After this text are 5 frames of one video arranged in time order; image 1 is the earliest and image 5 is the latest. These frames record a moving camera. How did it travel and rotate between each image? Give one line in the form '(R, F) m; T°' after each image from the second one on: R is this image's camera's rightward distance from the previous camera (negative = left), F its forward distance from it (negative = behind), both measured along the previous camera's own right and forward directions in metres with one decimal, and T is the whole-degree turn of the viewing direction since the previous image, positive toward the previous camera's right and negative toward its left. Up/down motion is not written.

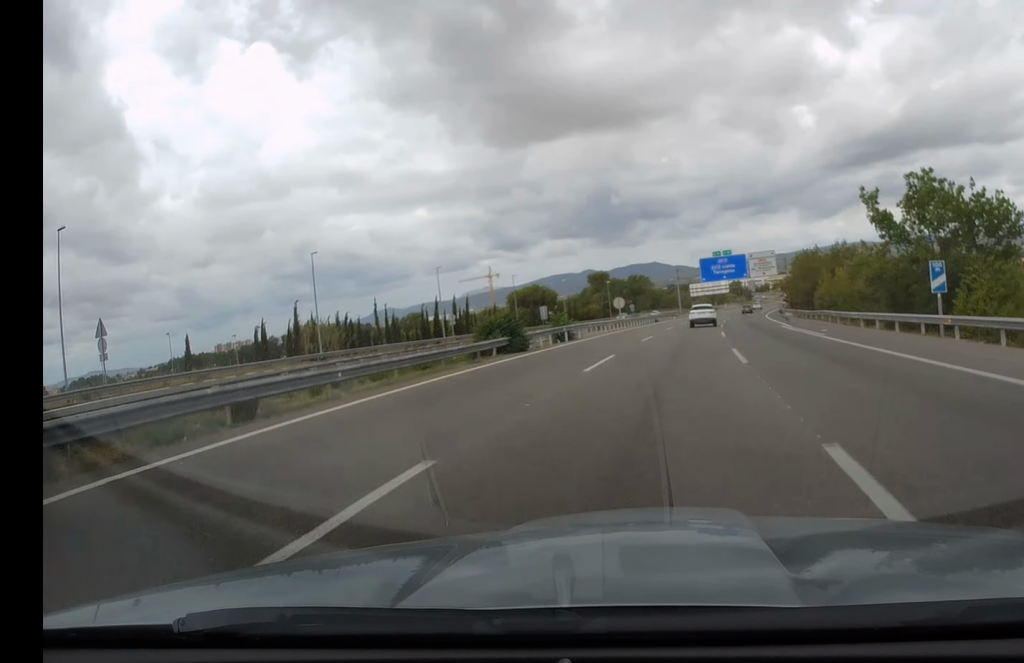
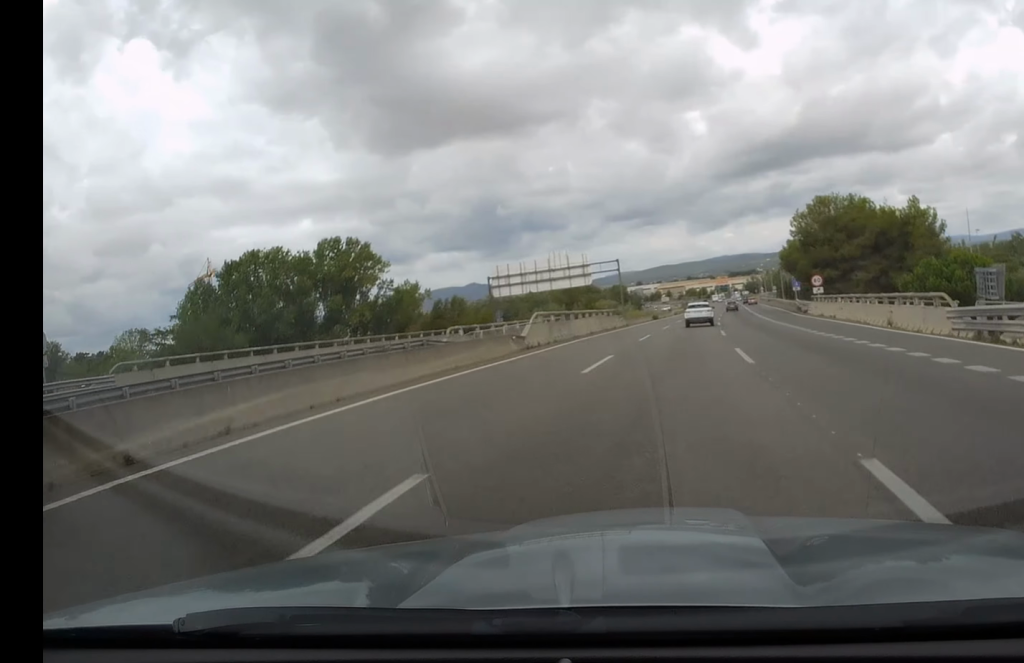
(+11.7, +169.3) m; +8°
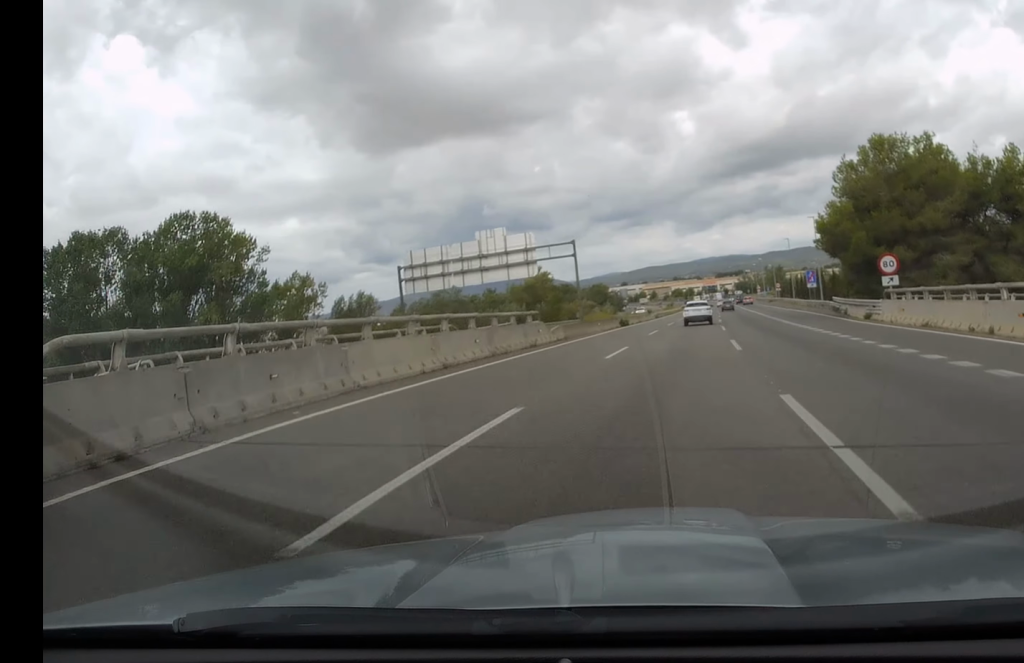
(-0.2, +29.6) m; +1°
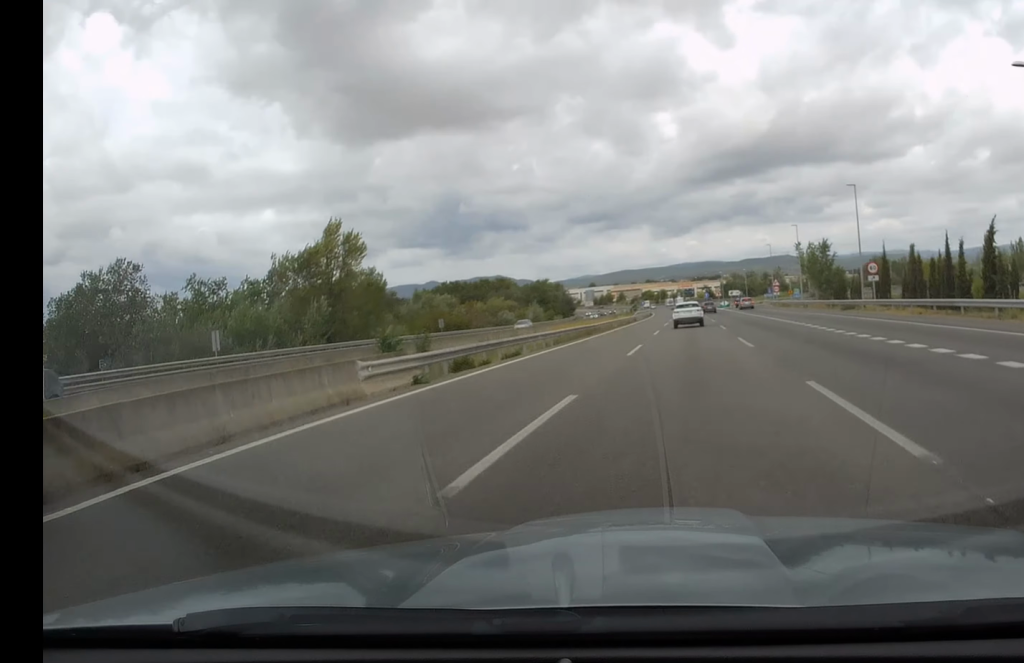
(+3.1, +83.7) m; +2°
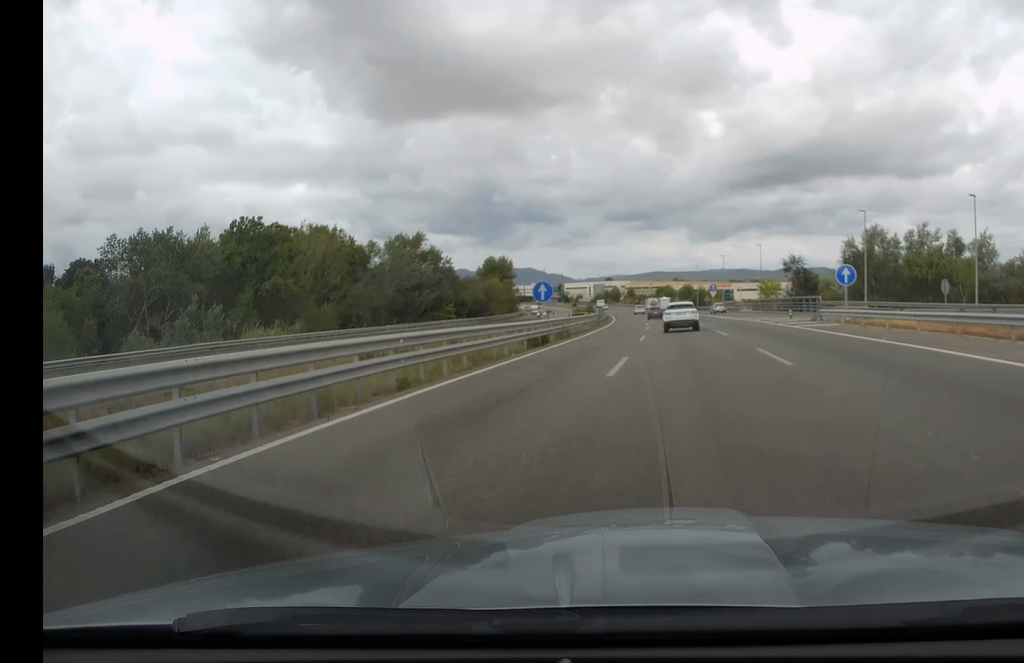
(-1.1, +161.0) m; -2°
